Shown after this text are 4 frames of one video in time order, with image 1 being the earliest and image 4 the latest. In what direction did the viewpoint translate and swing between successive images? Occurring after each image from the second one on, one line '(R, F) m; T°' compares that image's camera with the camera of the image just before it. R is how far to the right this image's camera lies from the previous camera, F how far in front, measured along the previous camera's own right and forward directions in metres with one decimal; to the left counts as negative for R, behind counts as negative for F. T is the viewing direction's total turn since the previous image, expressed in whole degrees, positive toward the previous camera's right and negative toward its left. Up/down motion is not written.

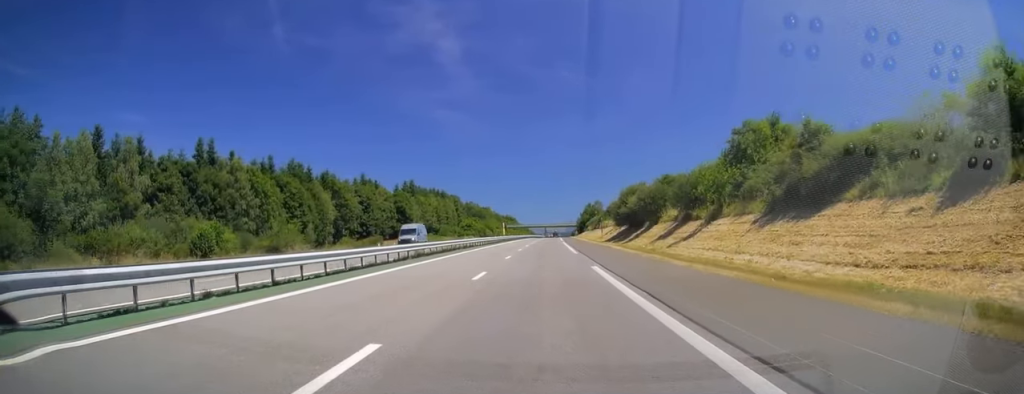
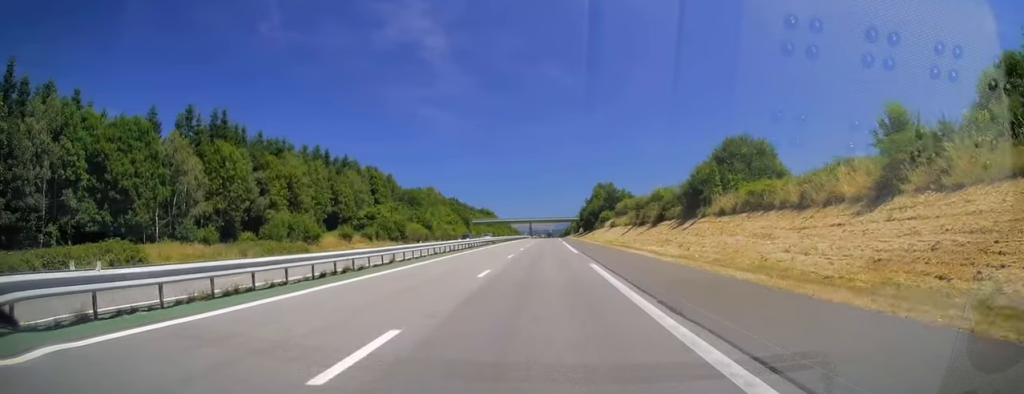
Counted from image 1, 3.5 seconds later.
(+1.3, +103.0) m; +1°
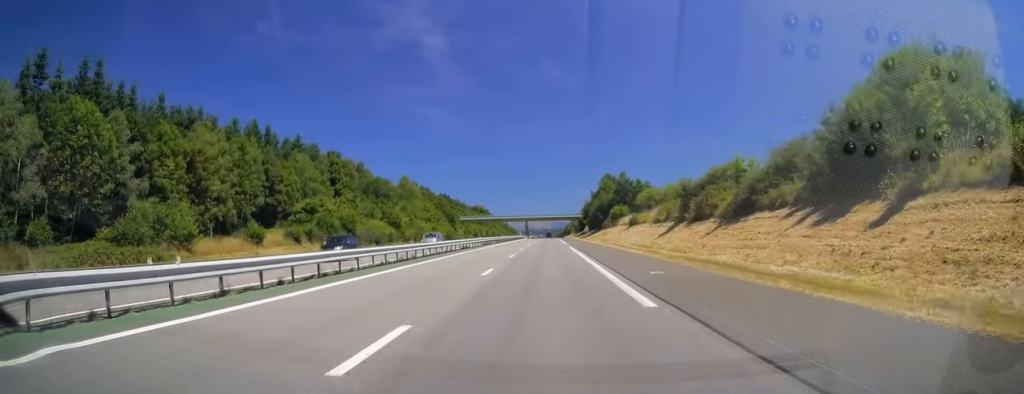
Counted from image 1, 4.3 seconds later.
(+0.3, +25.6) m; +1°
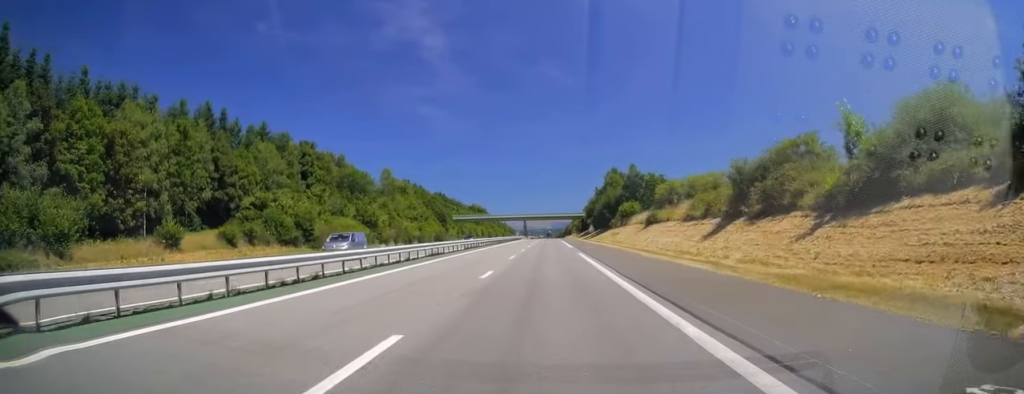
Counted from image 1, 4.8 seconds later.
(0.0, +13.8) m; 0°
